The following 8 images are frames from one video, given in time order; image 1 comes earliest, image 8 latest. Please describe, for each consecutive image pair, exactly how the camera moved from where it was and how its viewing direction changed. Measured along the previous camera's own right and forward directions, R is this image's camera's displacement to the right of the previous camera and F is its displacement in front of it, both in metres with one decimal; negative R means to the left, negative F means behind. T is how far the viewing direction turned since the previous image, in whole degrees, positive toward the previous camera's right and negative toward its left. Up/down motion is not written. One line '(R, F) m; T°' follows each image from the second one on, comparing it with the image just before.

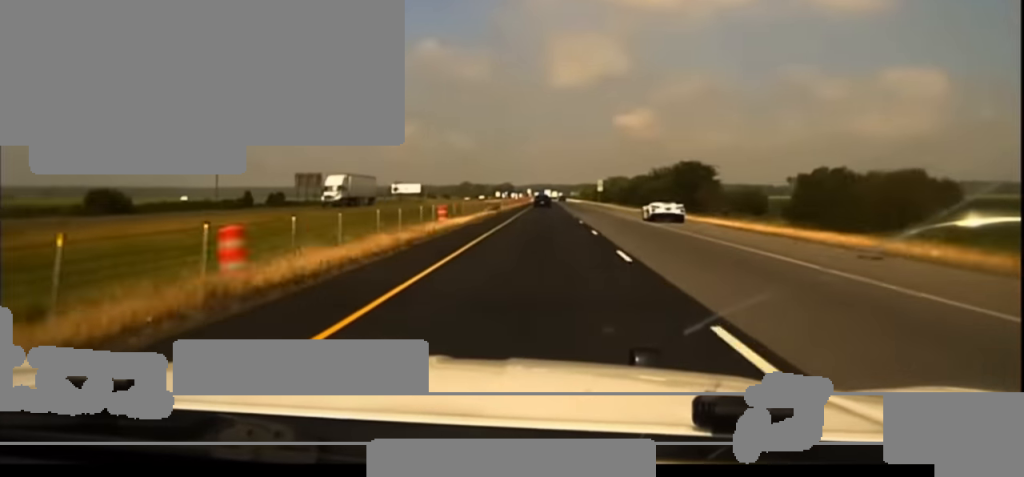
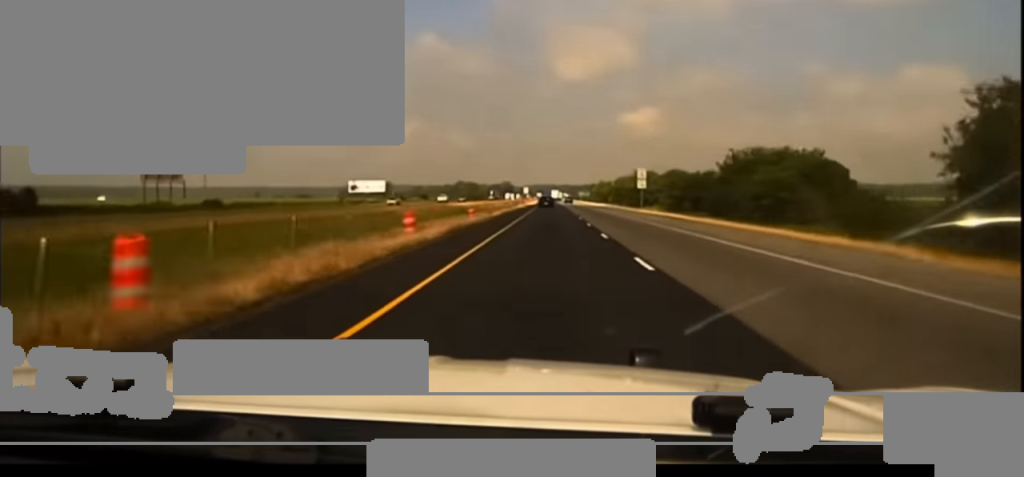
(-1.0, +87.2) m; 0°
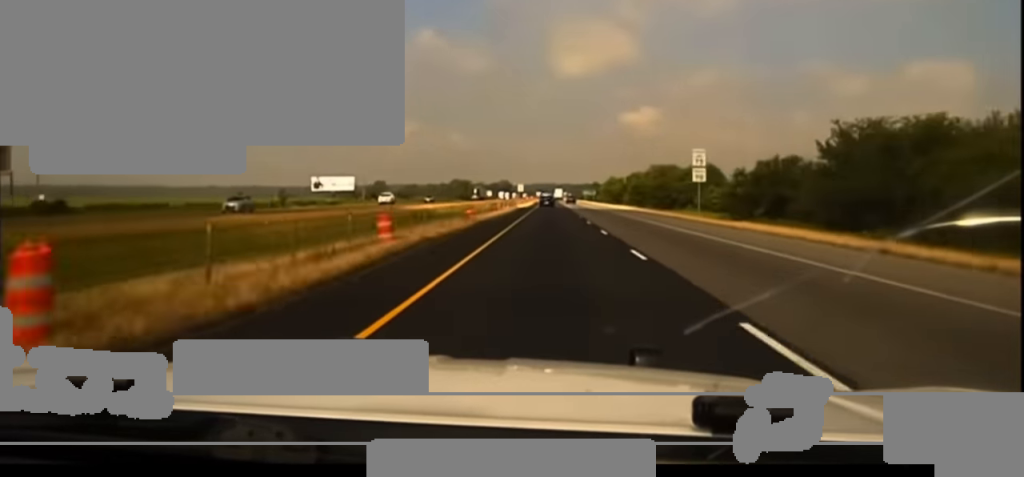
(+0.4, +46.2) m; 0°
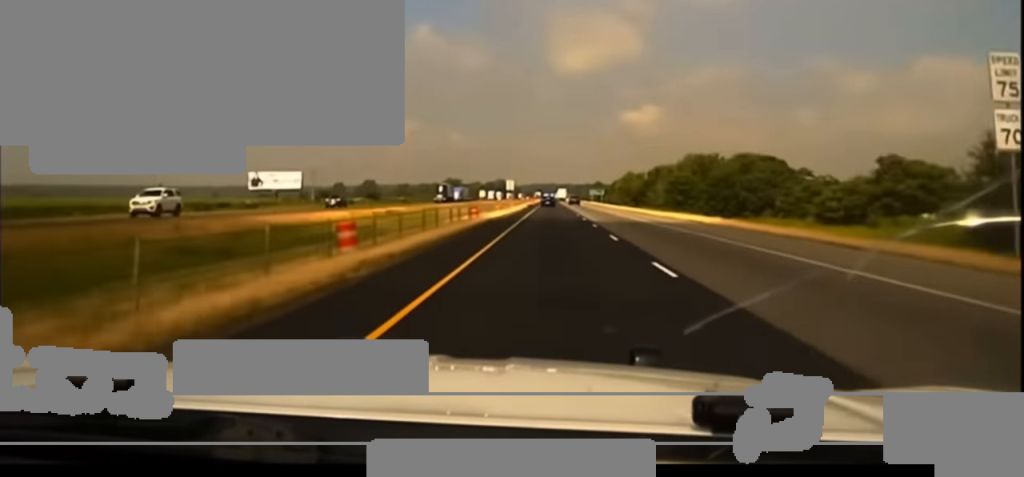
(0.0, +52.5) m; 0°
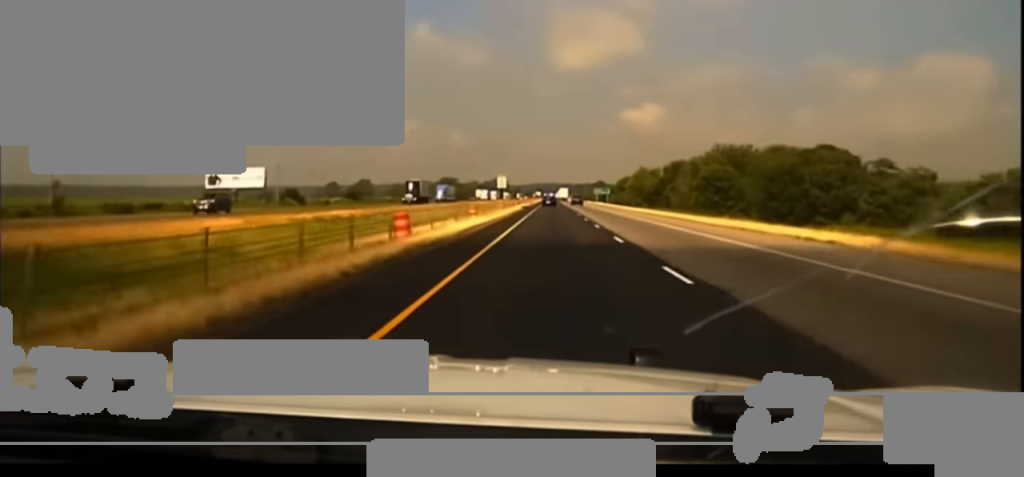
(0.0, +25.5) m; 0°
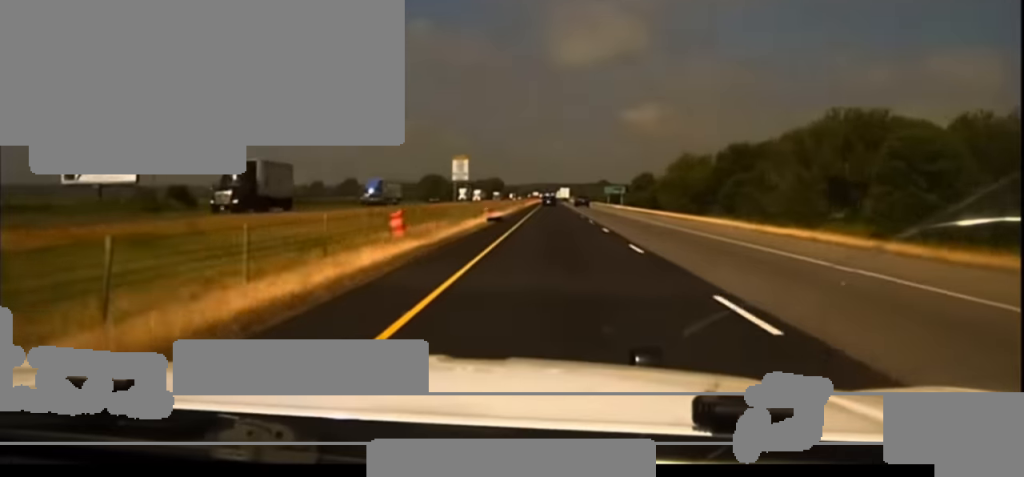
(0.0, +53.5) m; 0°
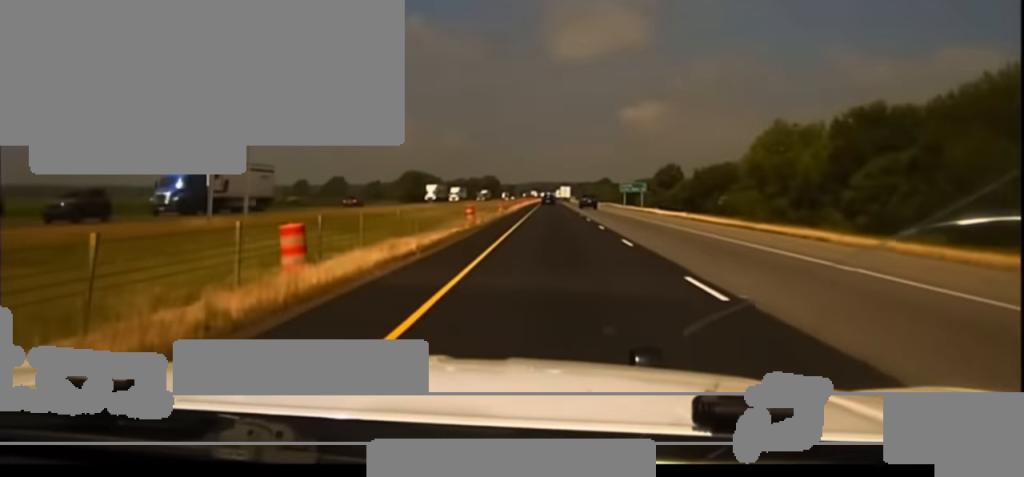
(+0.3, +46.1) m; 0°
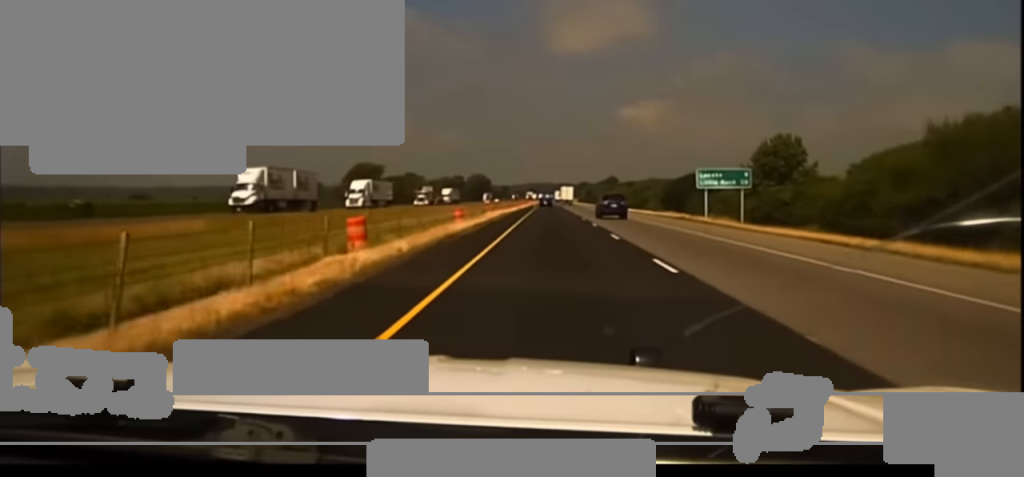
(-0.3, +81.4) m; 0°
